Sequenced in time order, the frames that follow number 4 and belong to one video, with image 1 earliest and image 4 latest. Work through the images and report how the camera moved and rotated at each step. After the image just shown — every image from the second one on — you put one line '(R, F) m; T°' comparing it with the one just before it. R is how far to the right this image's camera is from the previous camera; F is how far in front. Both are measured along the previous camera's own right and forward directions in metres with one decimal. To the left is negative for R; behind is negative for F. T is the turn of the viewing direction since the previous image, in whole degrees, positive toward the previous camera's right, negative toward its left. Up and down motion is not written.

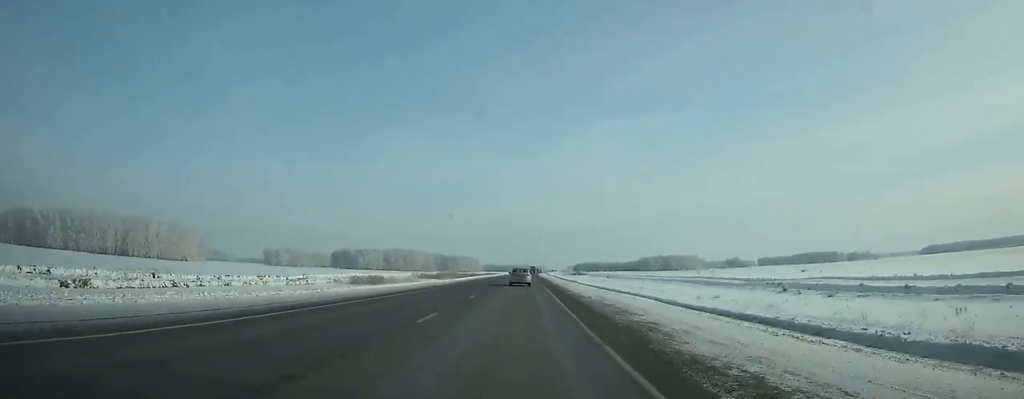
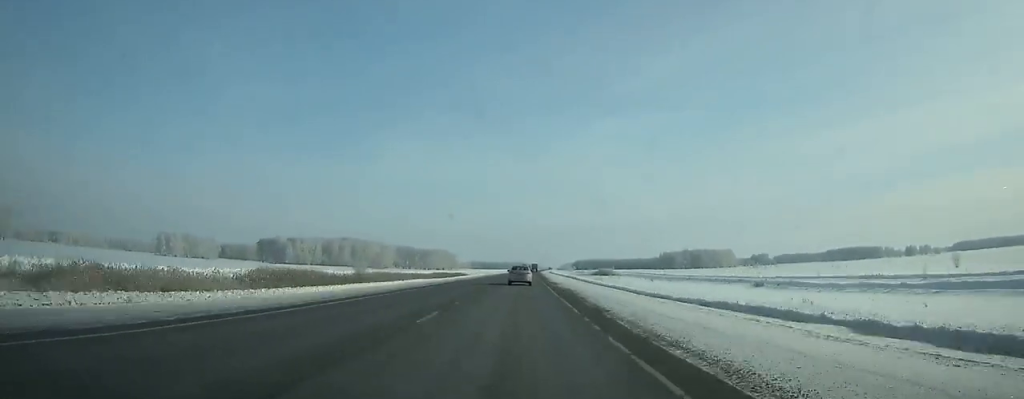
(+1.1, +177.3) m; +1°
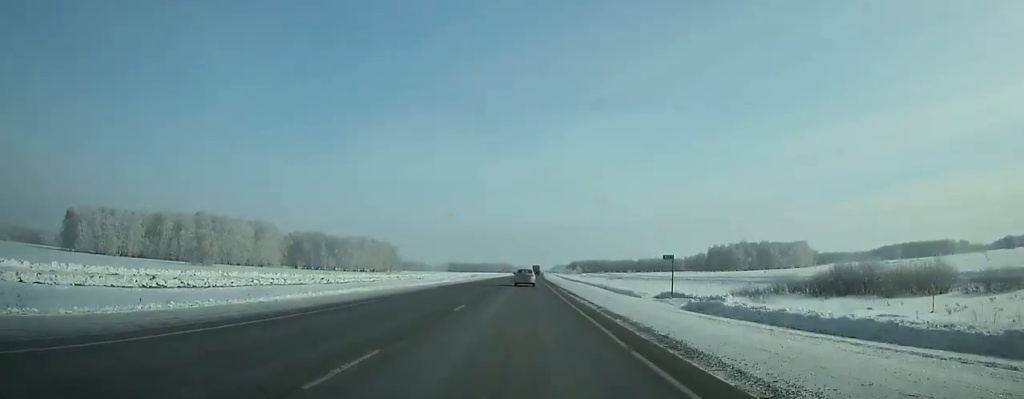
(+1.9, +214.6) m; +1°
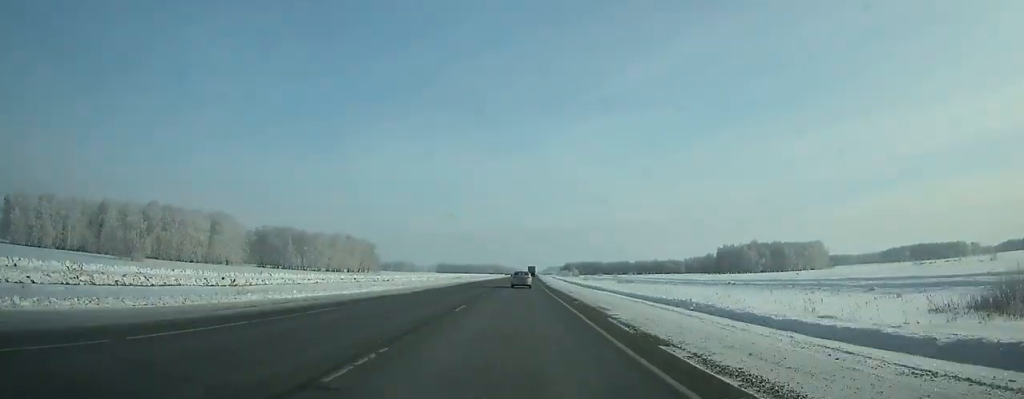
(-0.1, +35.8) m; 0°
